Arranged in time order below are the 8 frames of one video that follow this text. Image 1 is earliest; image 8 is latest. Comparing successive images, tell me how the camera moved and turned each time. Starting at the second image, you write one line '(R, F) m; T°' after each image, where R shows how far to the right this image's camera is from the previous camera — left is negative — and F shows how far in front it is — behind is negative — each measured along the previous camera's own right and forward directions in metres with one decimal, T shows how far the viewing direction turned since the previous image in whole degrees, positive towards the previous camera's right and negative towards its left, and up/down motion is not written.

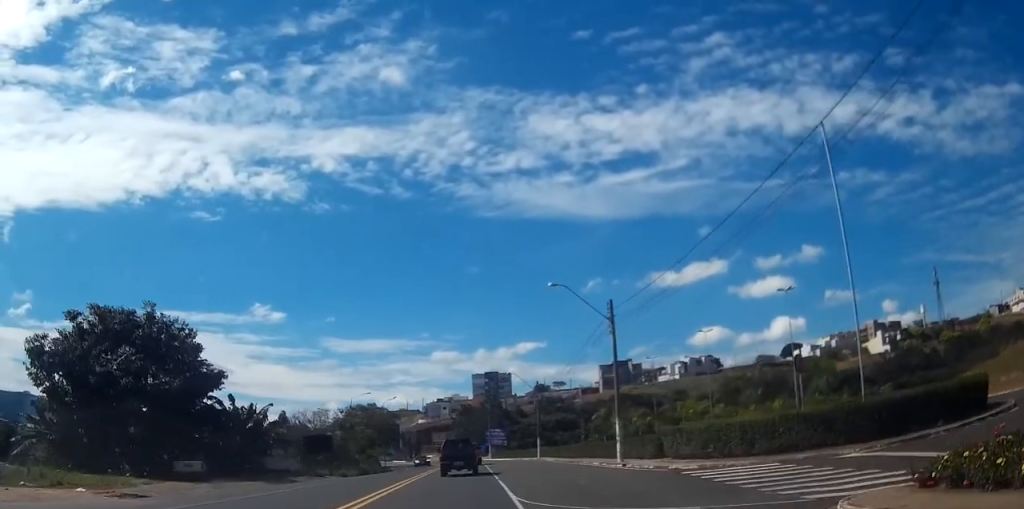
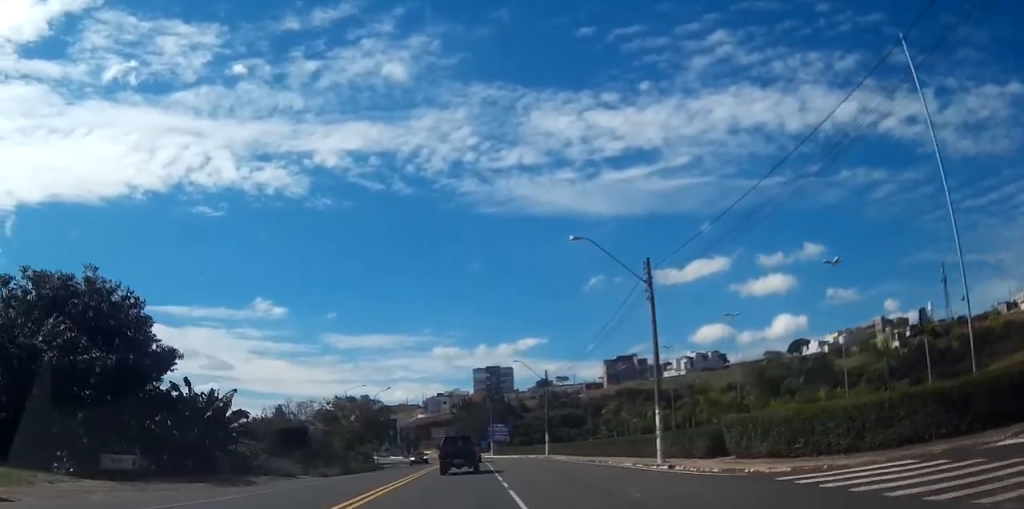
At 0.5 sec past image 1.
(0.0, +7.3) m; 0°
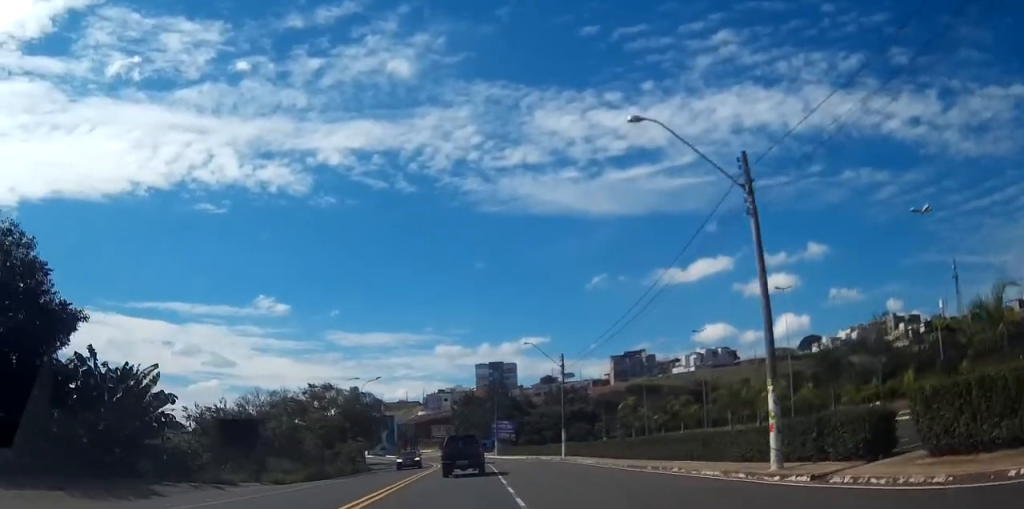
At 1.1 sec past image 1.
(0.0, +10.3) m; 0°
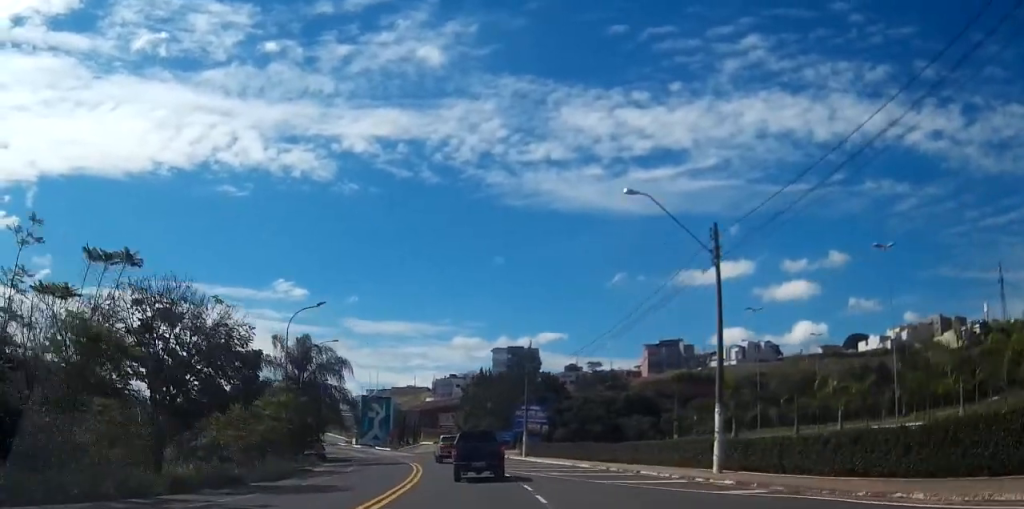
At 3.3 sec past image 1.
(-0.2, +31.7) m; -1°
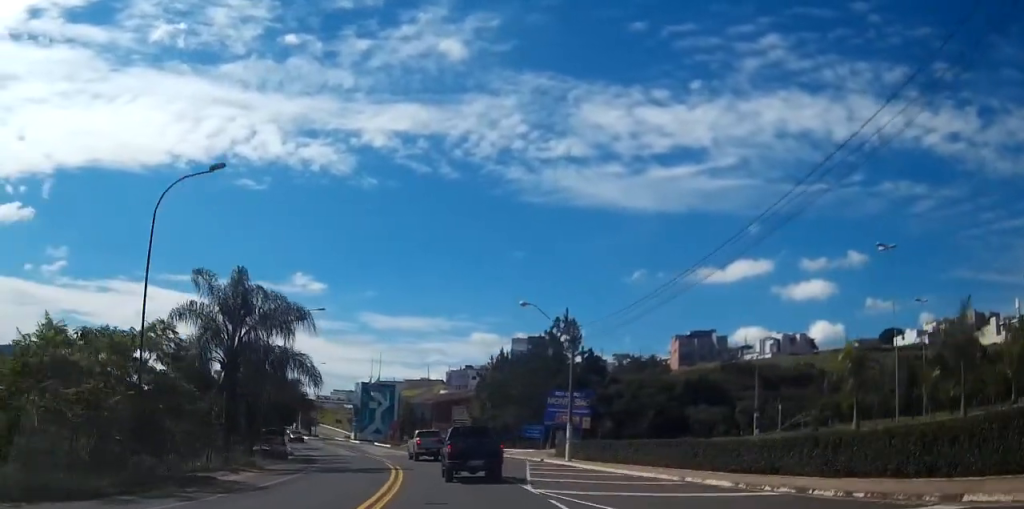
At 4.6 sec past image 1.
(-0.2, +18.2) m; -1°
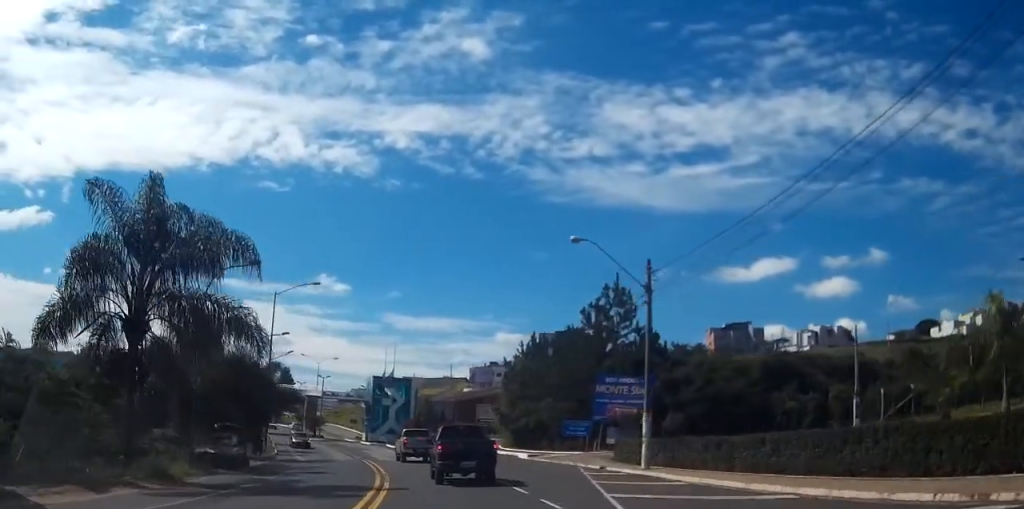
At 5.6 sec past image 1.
(-0.2, +13.0) m; -2°
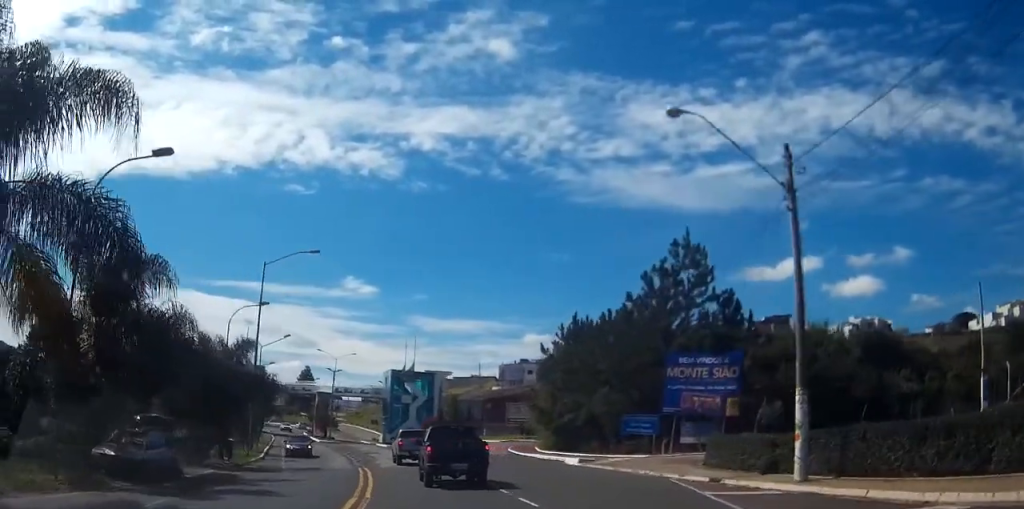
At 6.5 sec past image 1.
(-0.2, +11.3) m; -2°
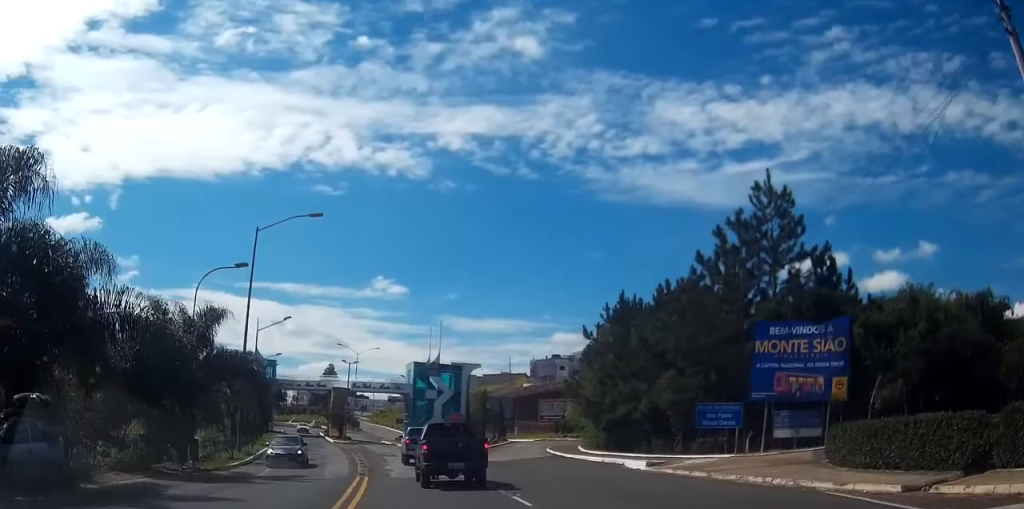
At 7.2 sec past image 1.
(-0.1, +8.5) m; -2°
